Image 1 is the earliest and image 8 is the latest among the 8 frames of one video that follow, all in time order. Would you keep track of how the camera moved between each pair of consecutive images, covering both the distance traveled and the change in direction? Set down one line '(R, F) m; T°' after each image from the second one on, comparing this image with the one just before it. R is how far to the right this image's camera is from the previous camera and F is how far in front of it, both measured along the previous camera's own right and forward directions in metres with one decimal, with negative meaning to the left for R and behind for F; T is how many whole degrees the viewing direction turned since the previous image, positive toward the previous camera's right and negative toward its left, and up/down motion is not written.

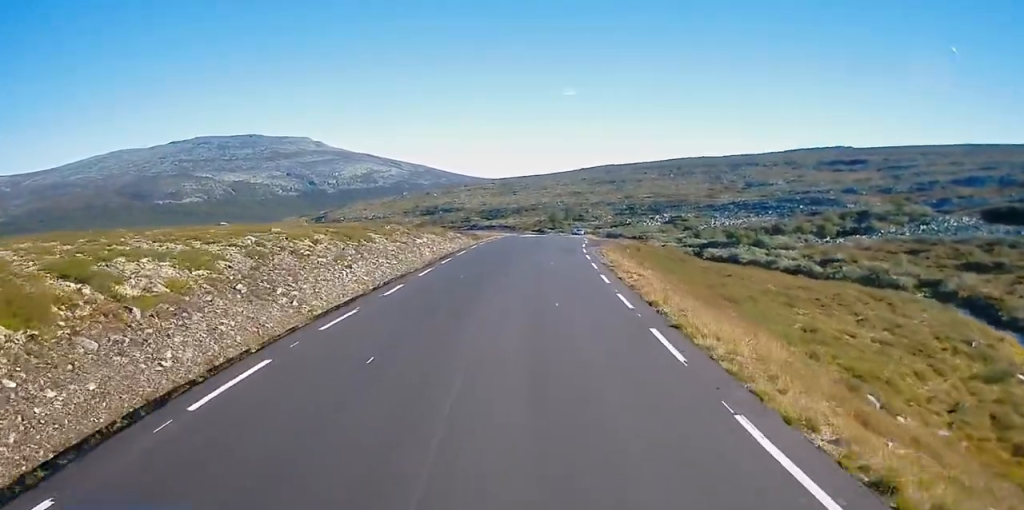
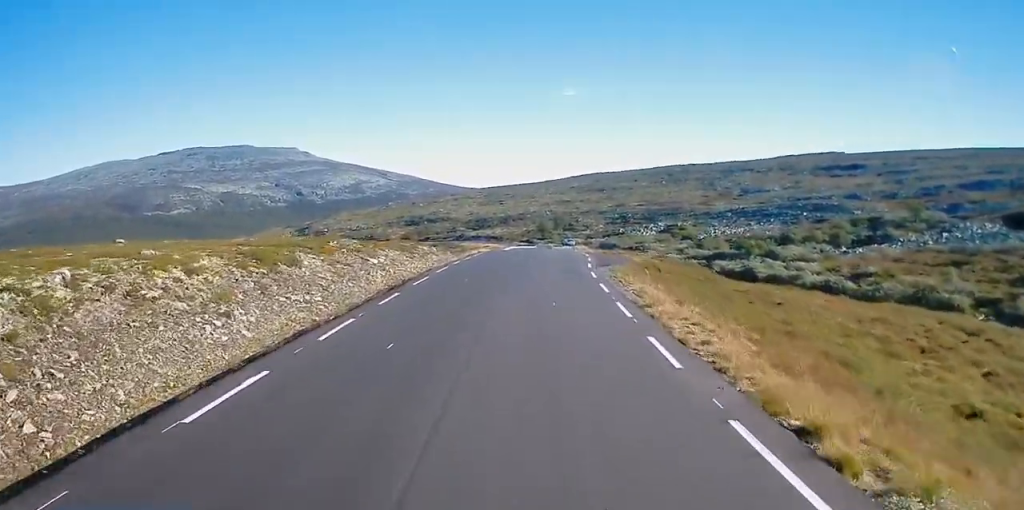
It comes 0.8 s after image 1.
(+0.3, +11.8) m; +1°
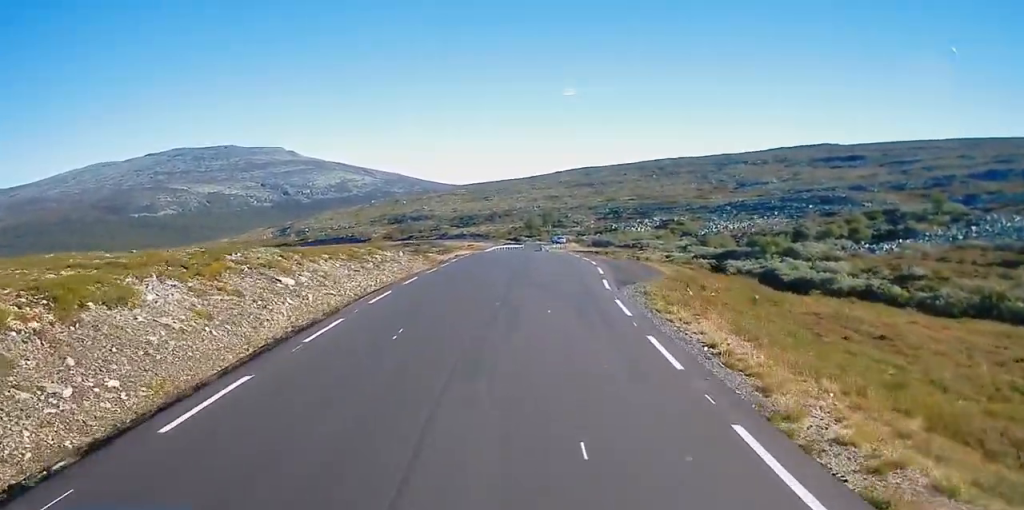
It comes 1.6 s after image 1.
(-0.1, +12.2) m; -1°
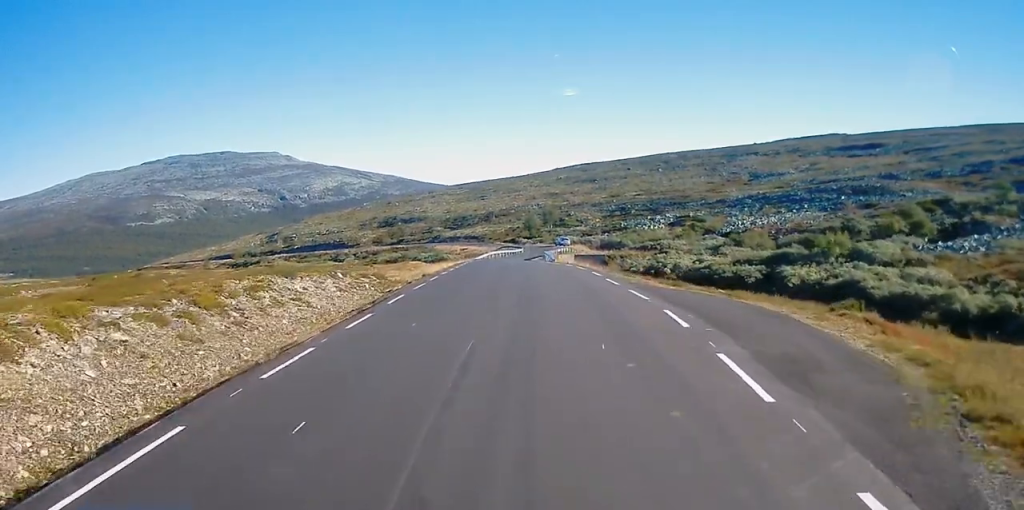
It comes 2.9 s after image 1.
(+0.1, +20.3) m; +1°
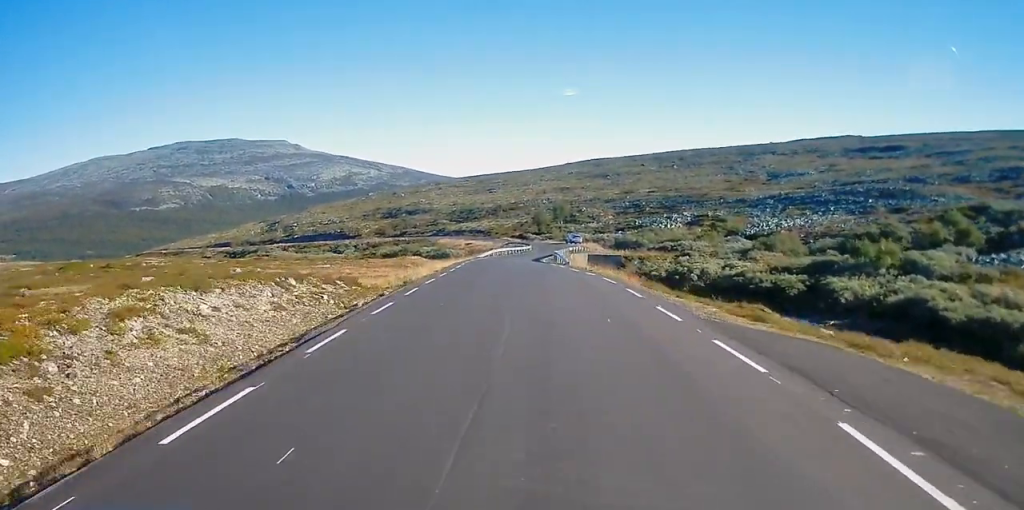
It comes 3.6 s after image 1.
(+0.2, +10.1) m; -1°
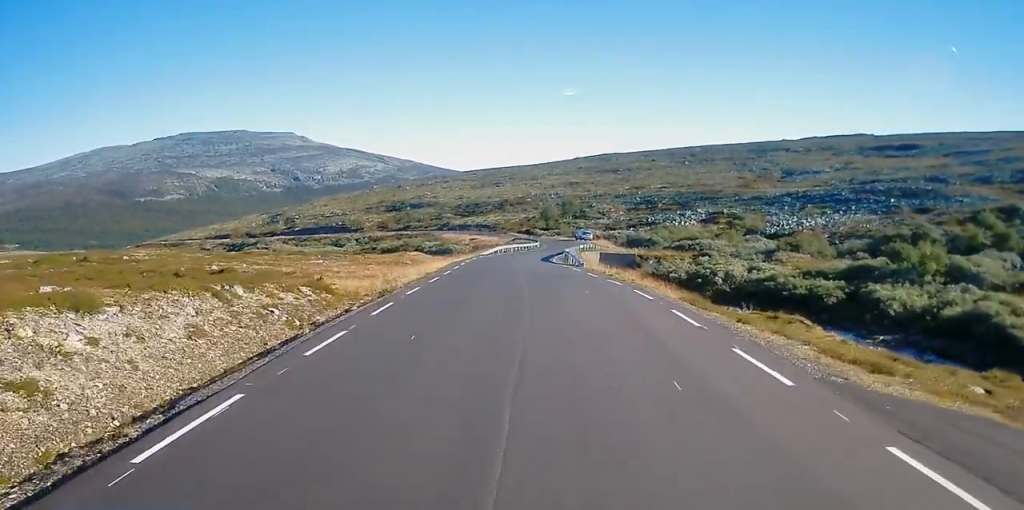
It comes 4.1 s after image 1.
(-0.1, +7.0) m; -1°
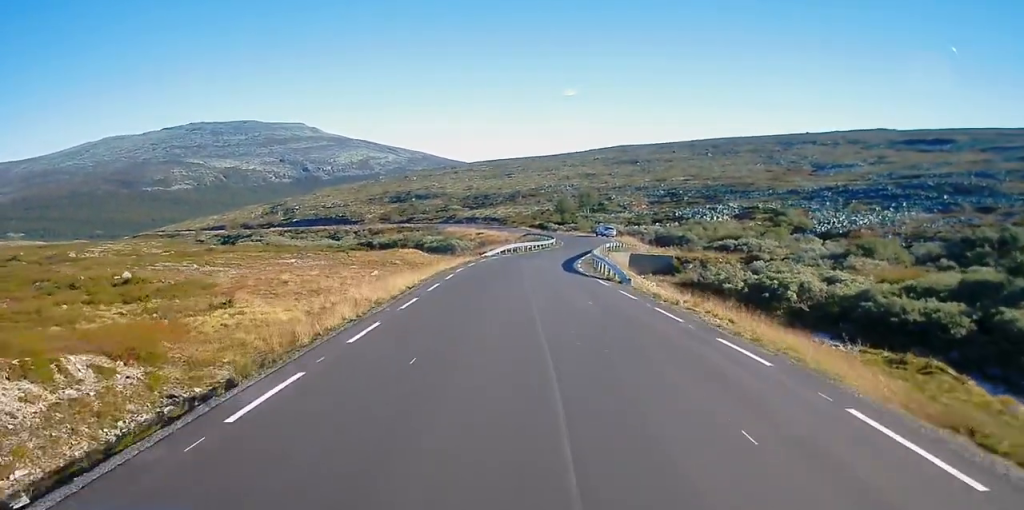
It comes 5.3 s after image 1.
(-0.4, +16.5) m; -1°
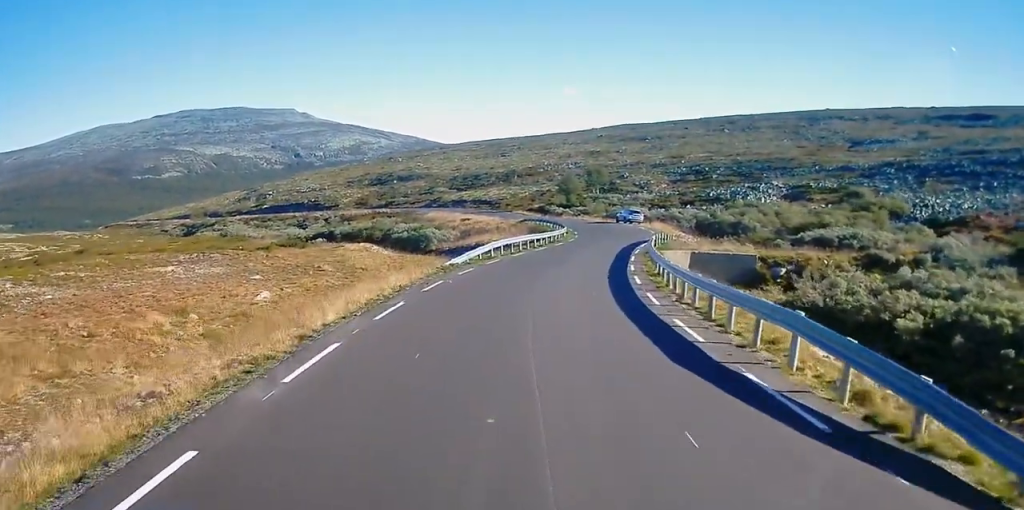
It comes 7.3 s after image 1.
(+0.4, +28.5) m; +2°
